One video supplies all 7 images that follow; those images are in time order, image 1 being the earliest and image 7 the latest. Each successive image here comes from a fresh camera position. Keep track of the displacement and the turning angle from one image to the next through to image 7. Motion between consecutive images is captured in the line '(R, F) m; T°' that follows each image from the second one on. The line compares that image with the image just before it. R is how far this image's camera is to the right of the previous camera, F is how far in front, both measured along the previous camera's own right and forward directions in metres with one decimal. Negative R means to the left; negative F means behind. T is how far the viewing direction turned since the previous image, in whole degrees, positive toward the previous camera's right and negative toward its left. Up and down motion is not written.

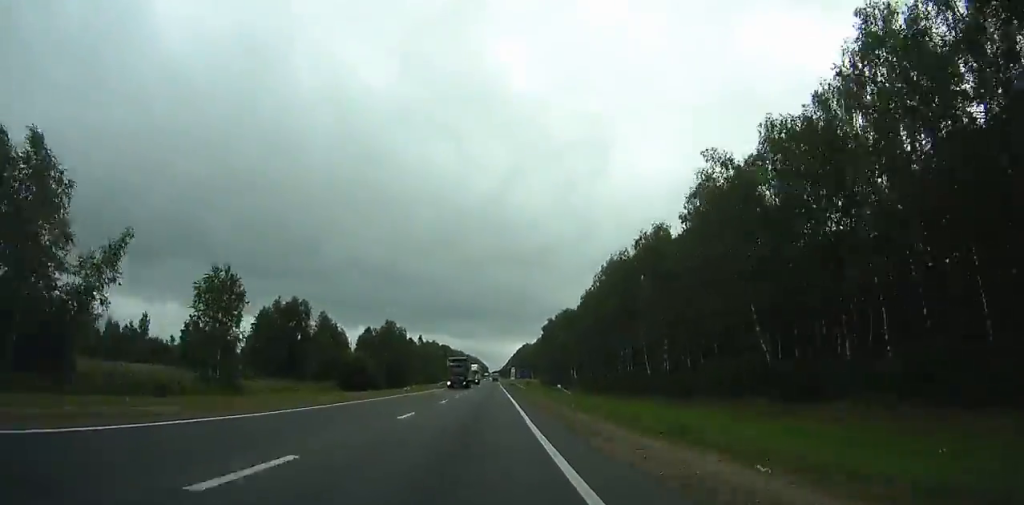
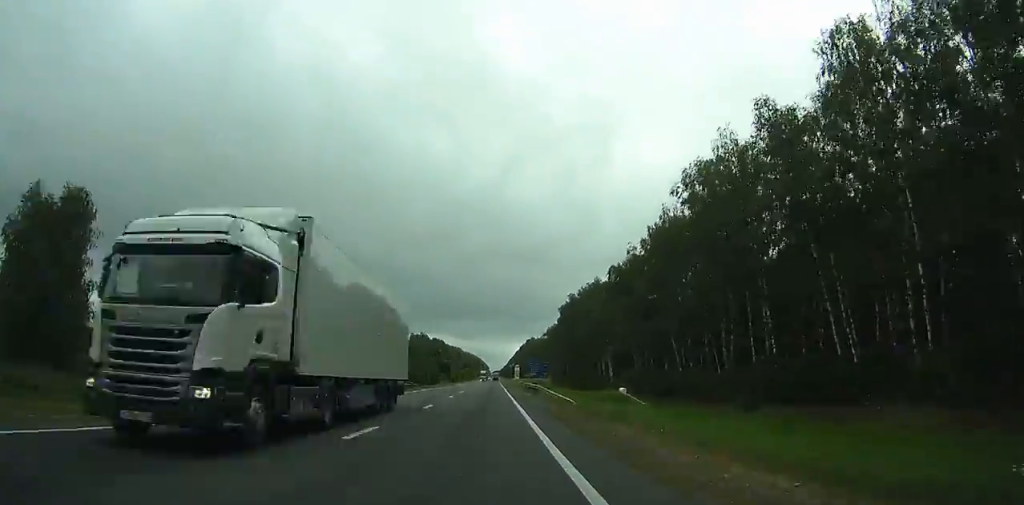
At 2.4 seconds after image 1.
(+0.1, +54.1) m; -1°
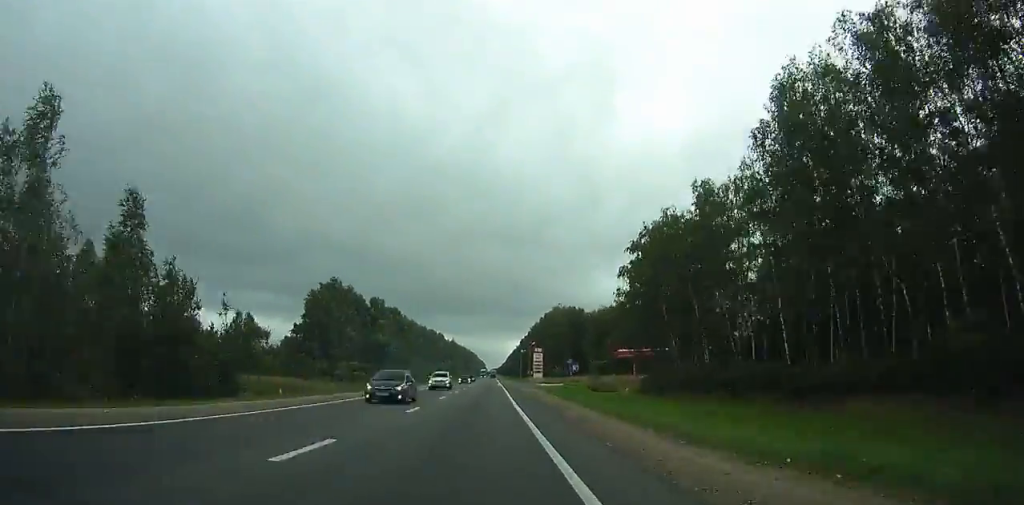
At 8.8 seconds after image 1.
(-1.2, +145.9) m; +3°
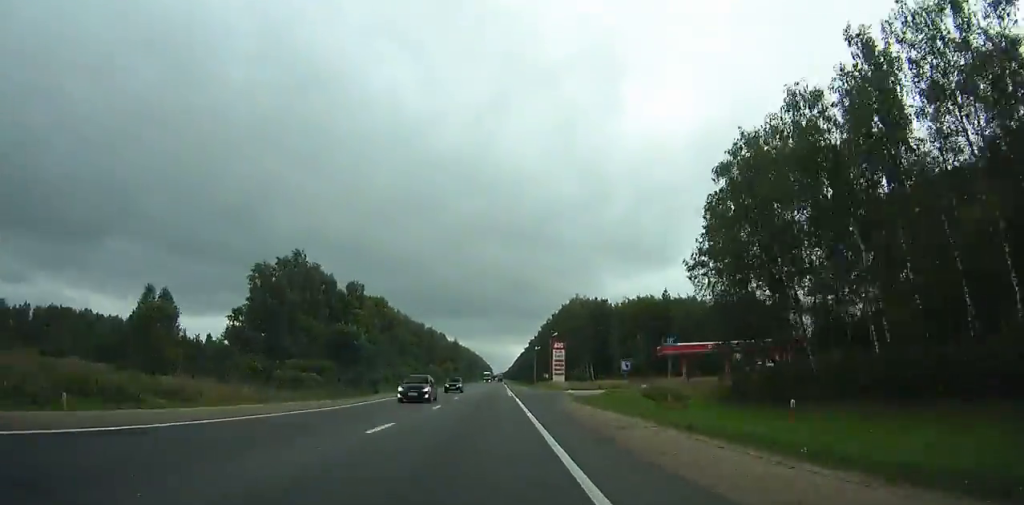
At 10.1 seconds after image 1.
(+1.1, +30.0) m; +1°
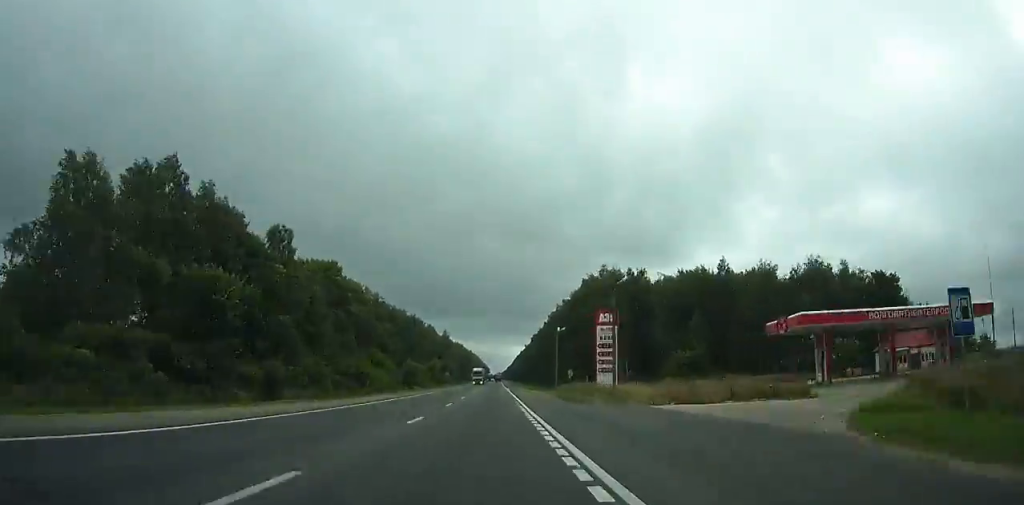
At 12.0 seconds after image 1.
(+0.9, +44.0) m; +1°
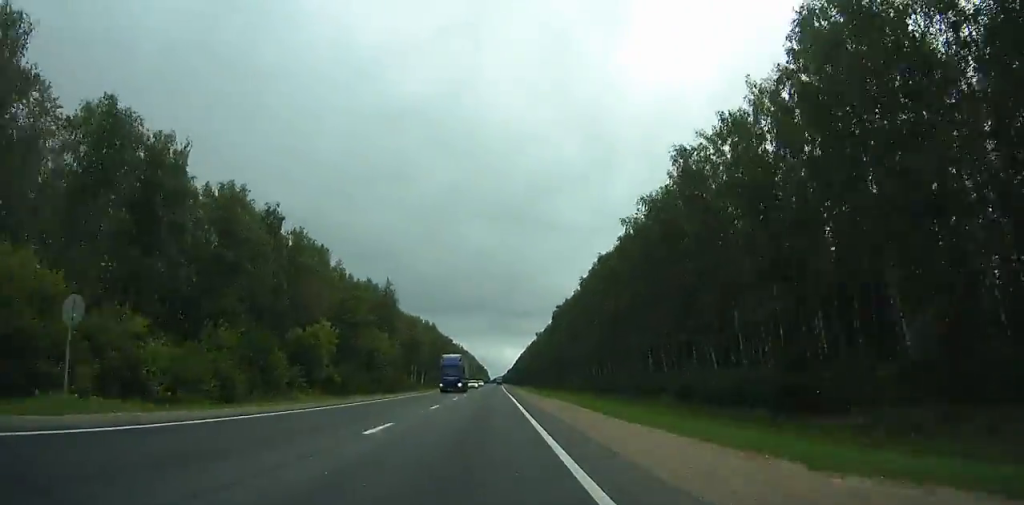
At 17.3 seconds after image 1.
(-13.1, +123.4) m; -8°
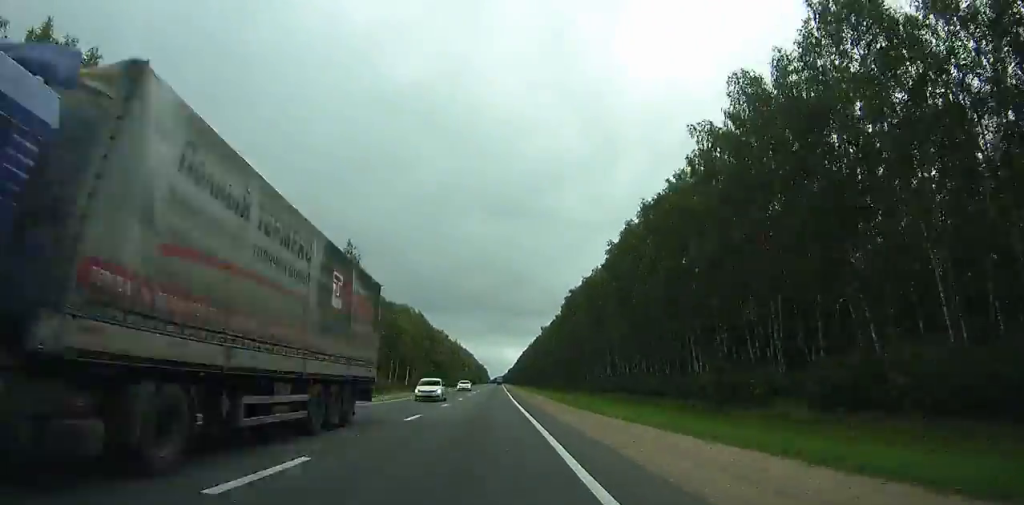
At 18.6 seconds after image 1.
(+0.6, +31.4) m; +1°
